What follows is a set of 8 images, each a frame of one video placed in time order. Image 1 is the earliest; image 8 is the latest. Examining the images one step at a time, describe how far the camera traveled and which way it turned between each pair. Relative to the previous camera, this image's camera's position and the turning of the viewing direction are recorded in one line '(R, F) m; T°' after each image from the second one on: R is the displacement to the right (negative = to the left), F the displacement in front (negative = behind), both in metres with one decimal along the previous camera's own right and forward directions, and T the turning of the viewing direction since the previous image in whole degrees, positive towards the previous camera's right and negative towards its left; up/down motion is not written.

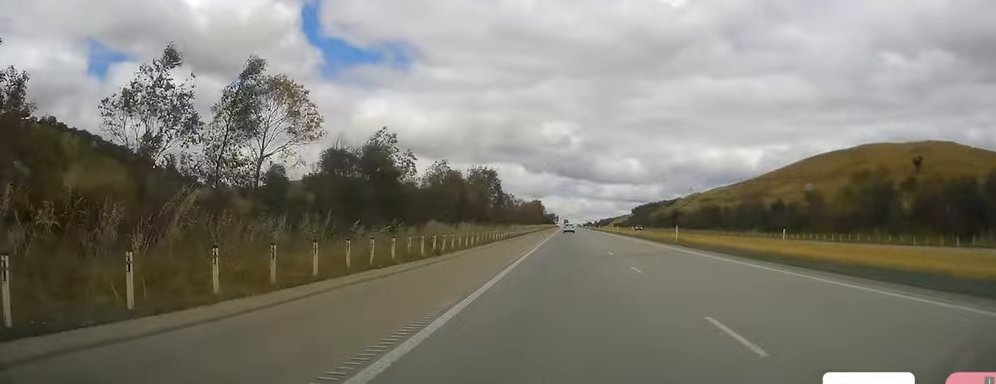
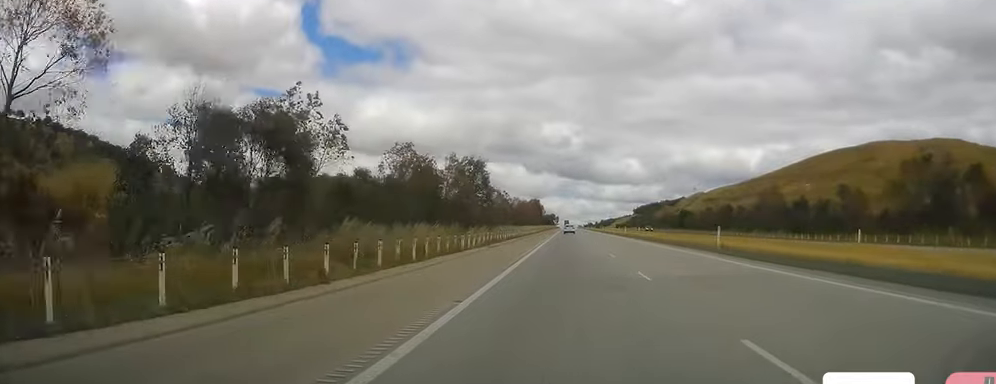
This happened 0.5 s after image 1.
(0.0, +14.3) m; 0°
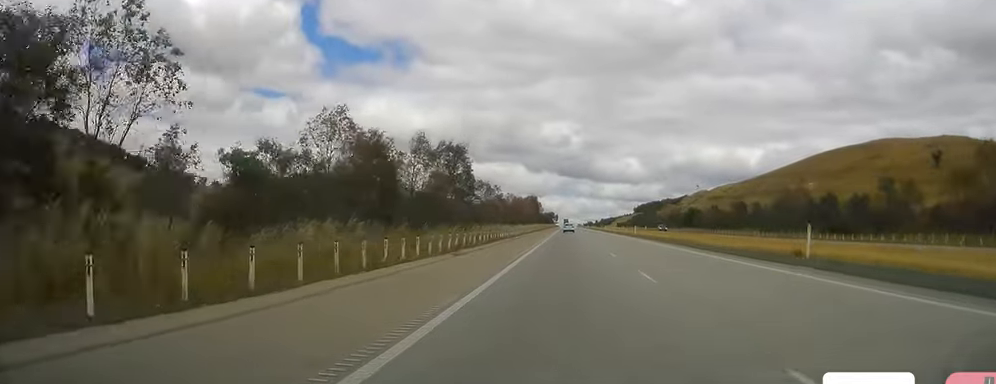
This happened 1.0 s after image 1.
(0.0, +14.3) m; 0°
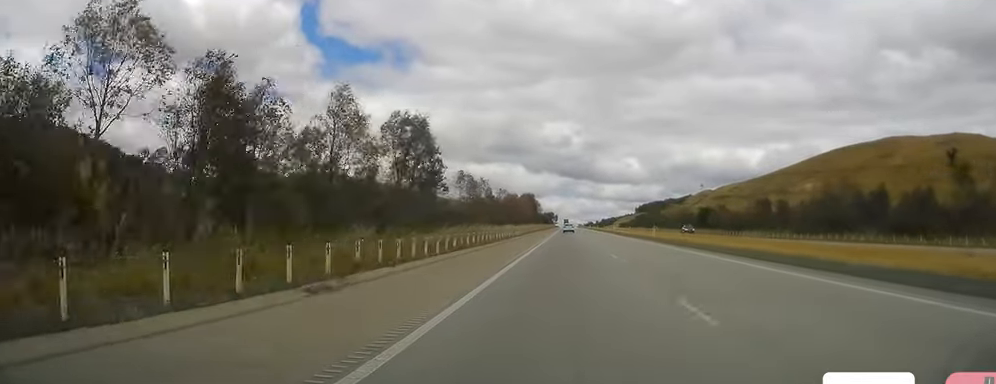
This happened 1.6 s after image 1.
(0.0, +18.1) m; 0°
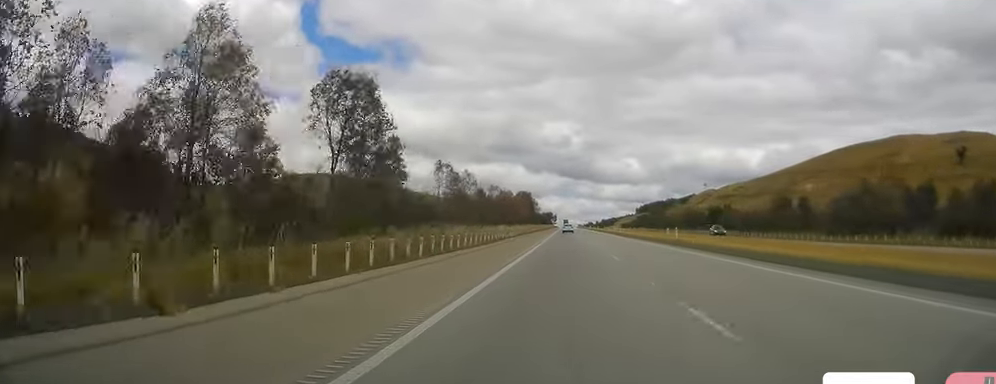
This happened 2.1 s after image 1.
(0.0, +13.4) m; 0°
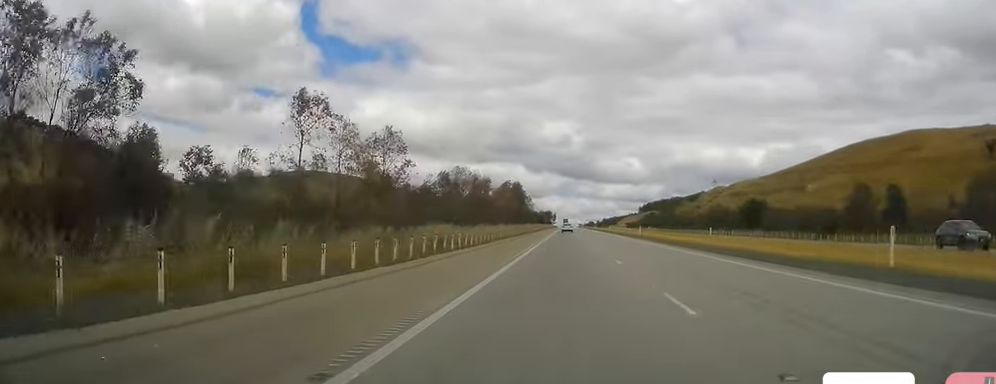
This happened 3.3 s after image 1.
(+0.1, +34.3) m; +1°
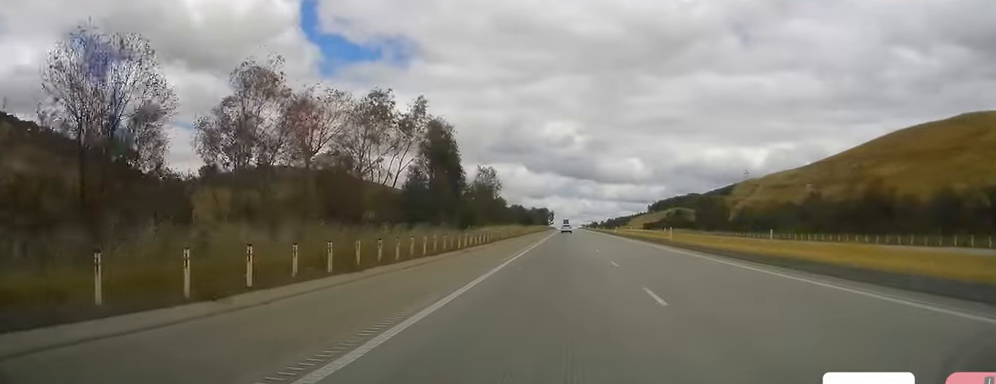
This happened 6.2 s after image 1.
(-0.6, +83.6) m; -1°
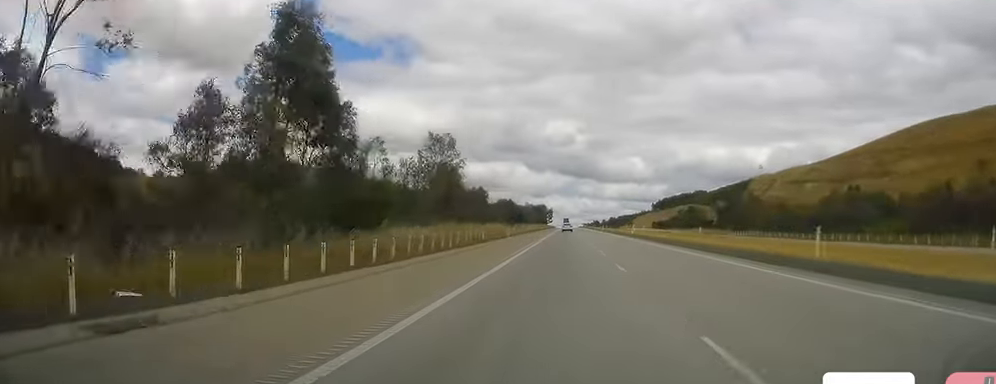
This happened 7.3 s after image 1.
(-0.1, +30.5) m; 0°
